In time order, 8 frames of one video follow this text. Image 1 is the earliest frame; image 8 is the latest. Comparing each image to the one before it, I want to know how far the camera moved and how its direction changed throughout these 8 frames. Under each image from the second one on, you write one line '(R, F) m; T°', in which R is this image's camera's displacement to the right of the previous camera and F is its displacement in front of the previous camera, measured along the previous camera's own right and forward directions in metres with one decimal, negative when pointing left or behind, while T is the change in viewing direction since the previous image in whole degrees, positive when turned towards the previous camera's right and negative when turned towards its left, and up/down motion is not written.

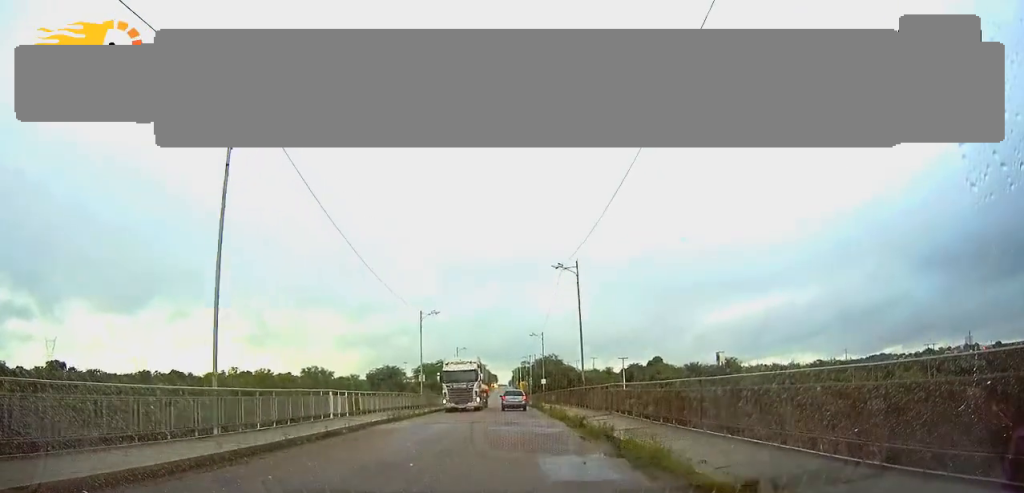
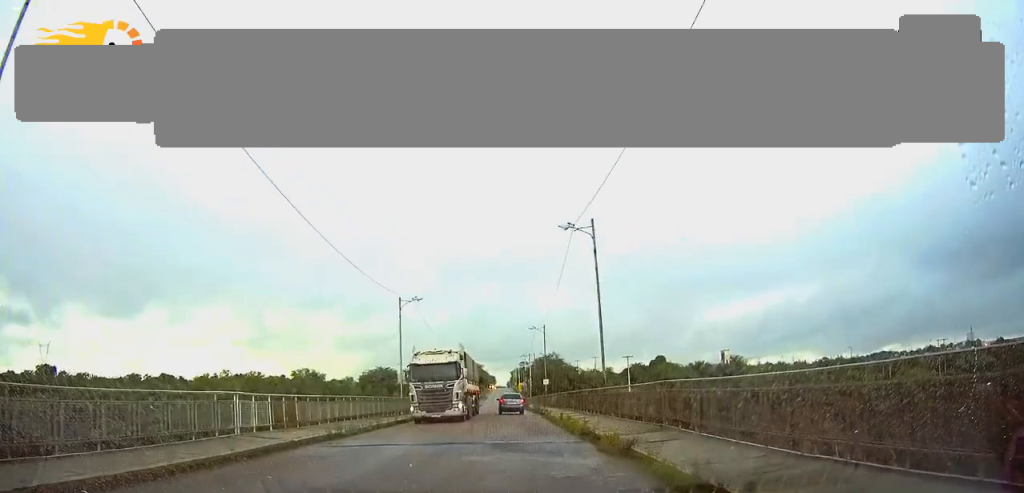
(0.0, +9.2) m; 0°
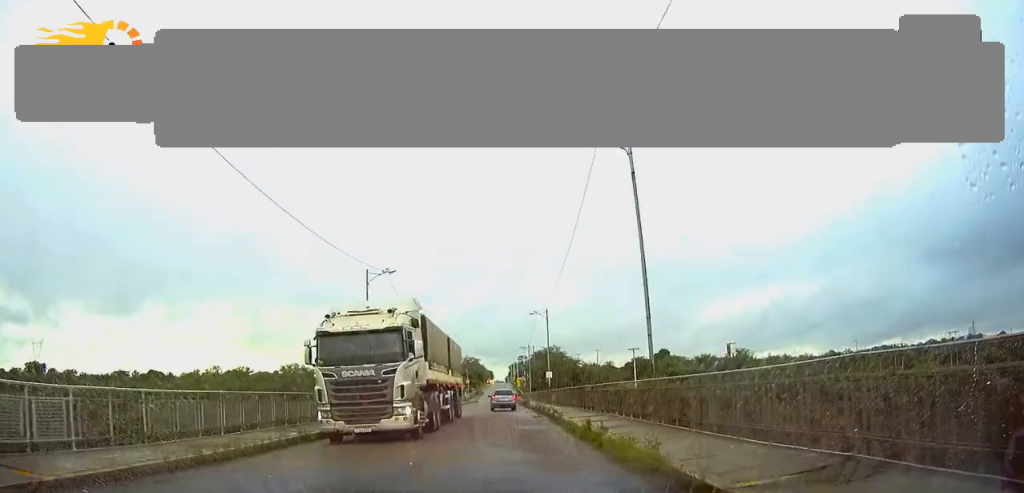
(0.0, +10.0) m; 0°
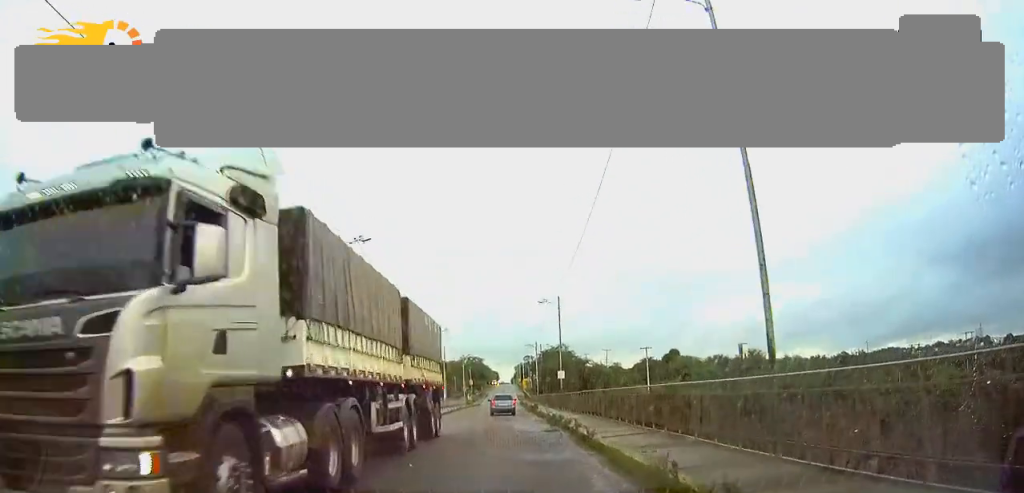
(0.0, +8.0) m; 0°
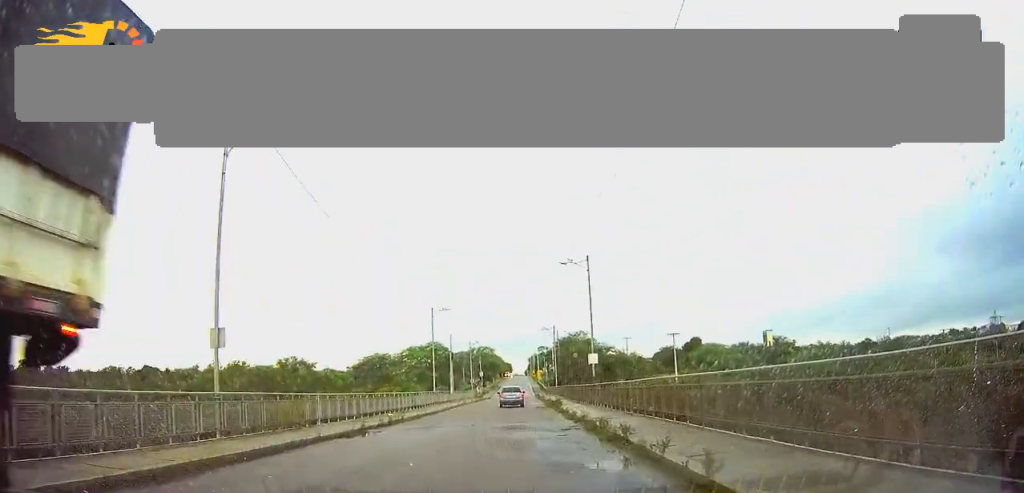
(0.0, +12.8) m; -1°
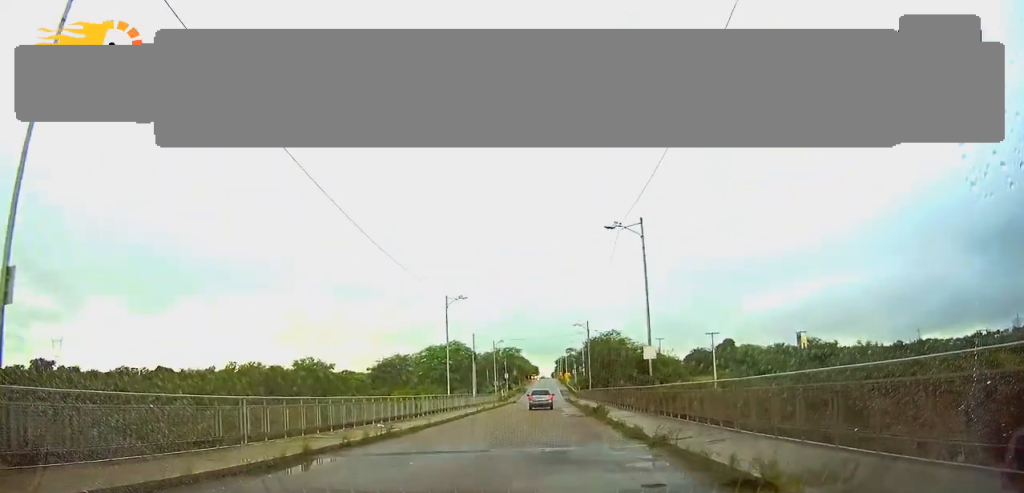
(0.0, +8.8) m; -1°
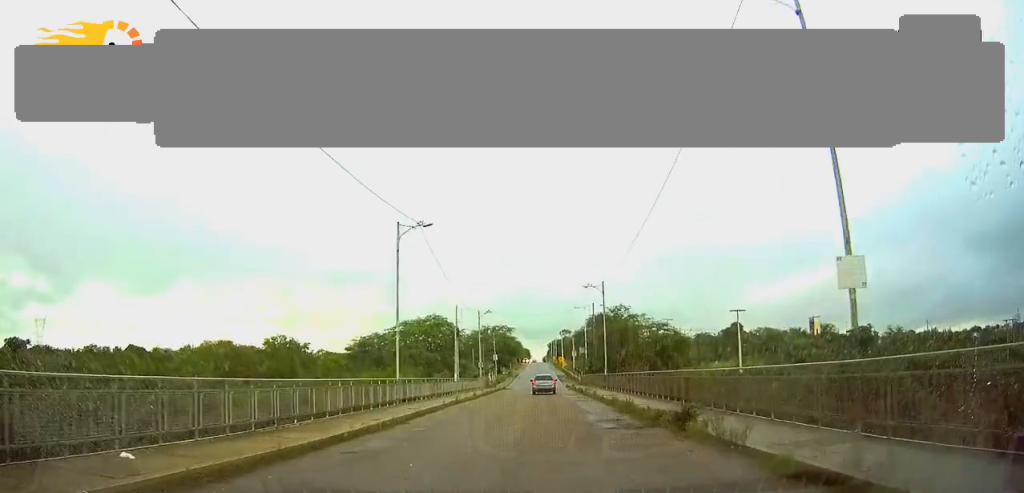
(-0.3, +17.5) m; 0°
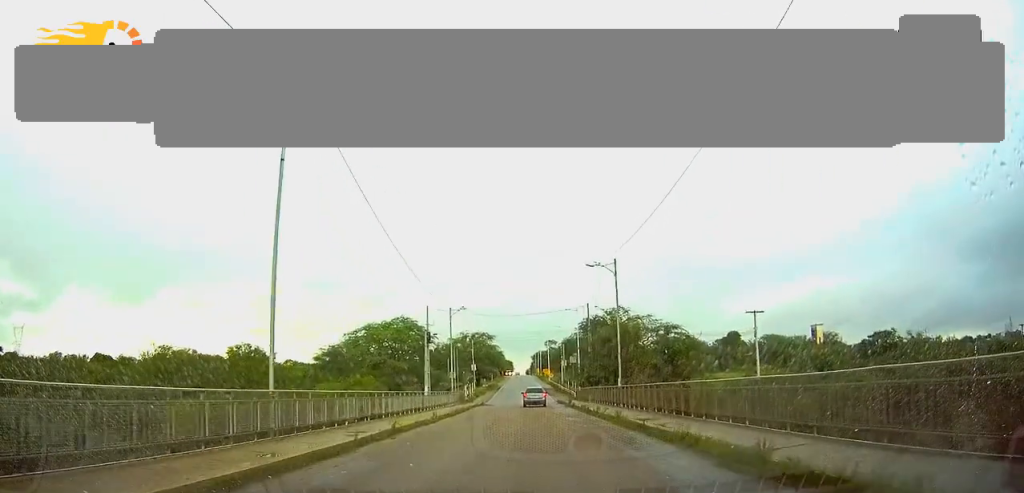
(+0.1, +13.8) m; +1°
